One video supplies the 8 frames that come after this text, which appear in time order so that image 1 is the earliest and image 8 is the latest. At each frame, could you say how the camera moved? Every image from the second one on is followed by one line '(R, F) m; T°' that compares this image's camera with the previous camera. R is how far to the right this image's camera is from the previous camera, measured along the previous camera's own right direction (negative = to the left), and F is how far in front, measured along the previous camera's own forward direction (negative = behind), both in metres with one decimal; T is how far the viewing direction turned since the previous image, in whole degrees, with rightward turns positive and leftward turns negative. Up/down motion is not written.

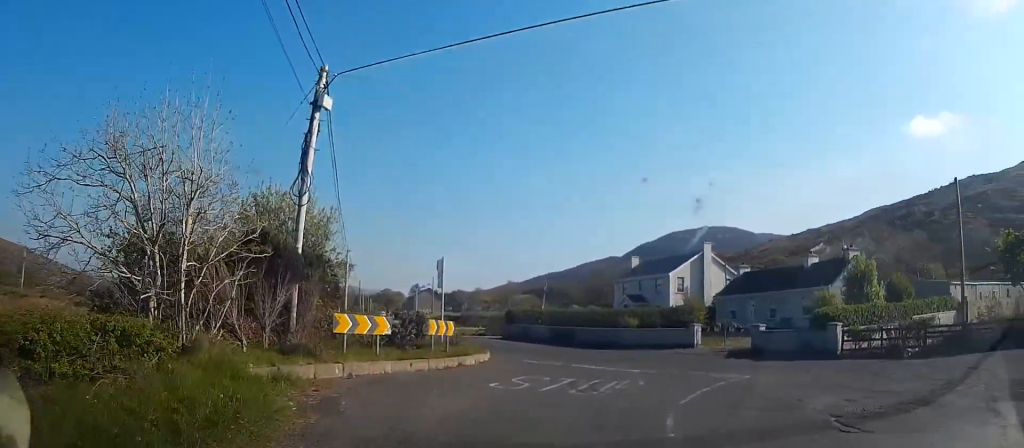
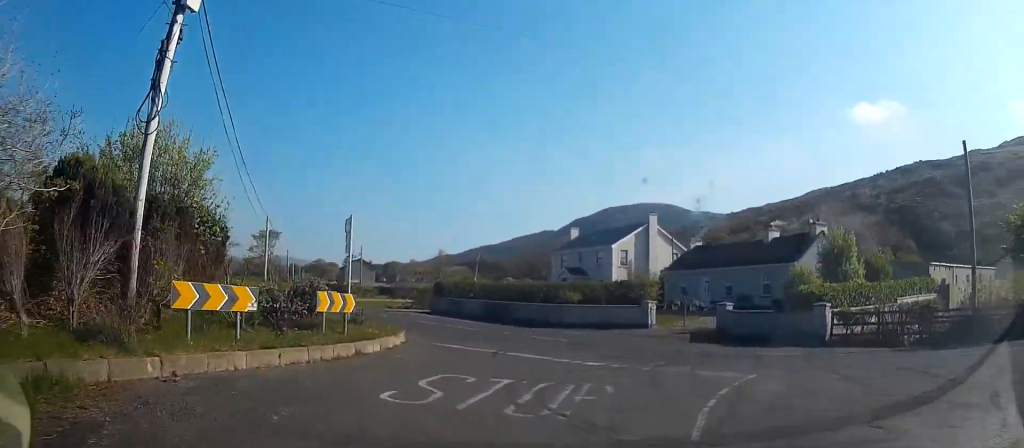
(+0.1, +4.4) m; +3°
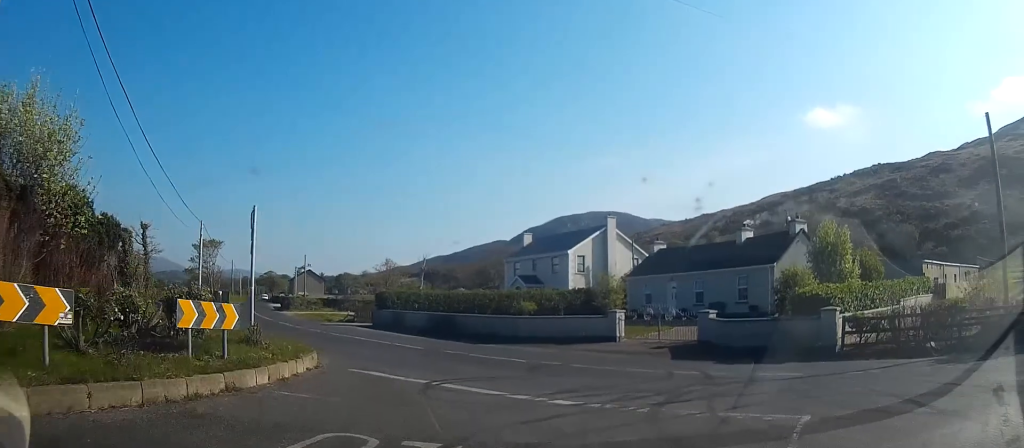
(+0.1, +4.1) m; +3°
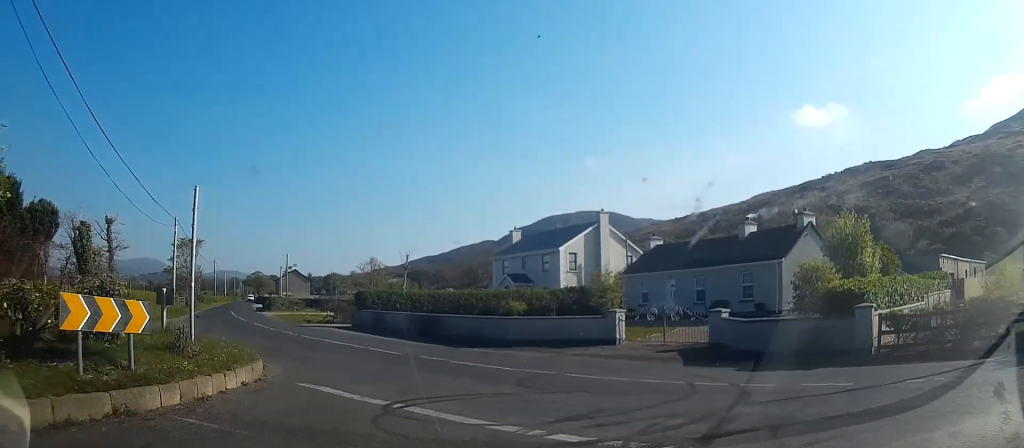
(+0.1, +2.6) m; 0°
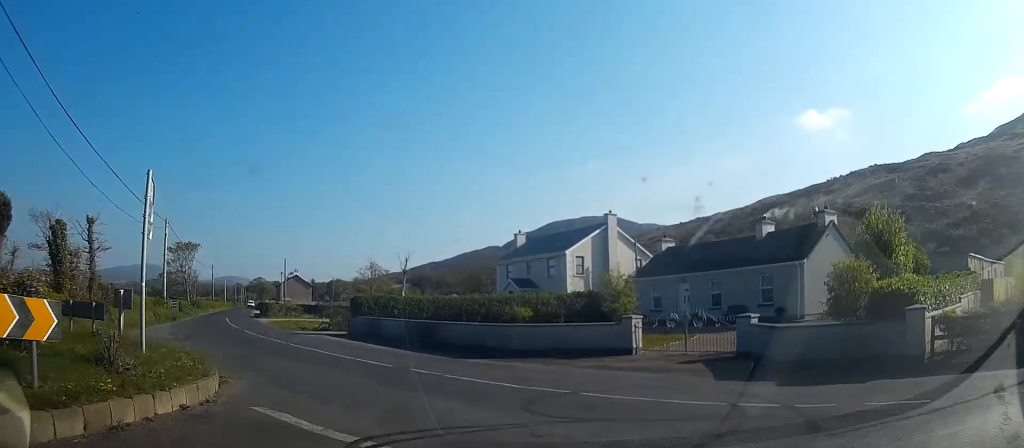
(+0.1, +2.1) m; 0°
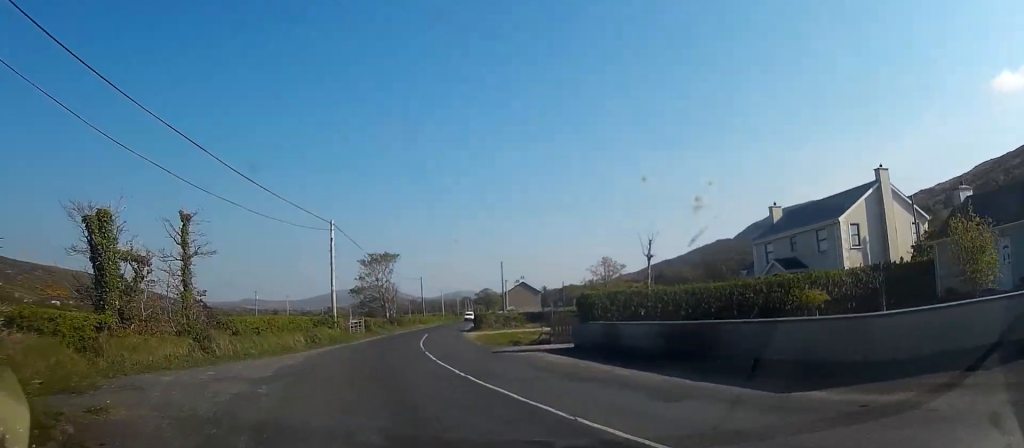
(-1.2, +9.4) m; -19°
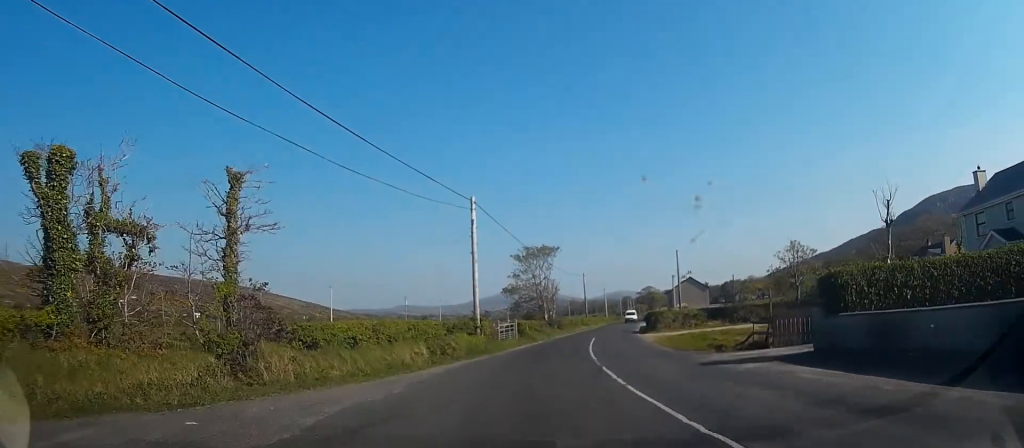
(-0.8, +7.6) m; -6°
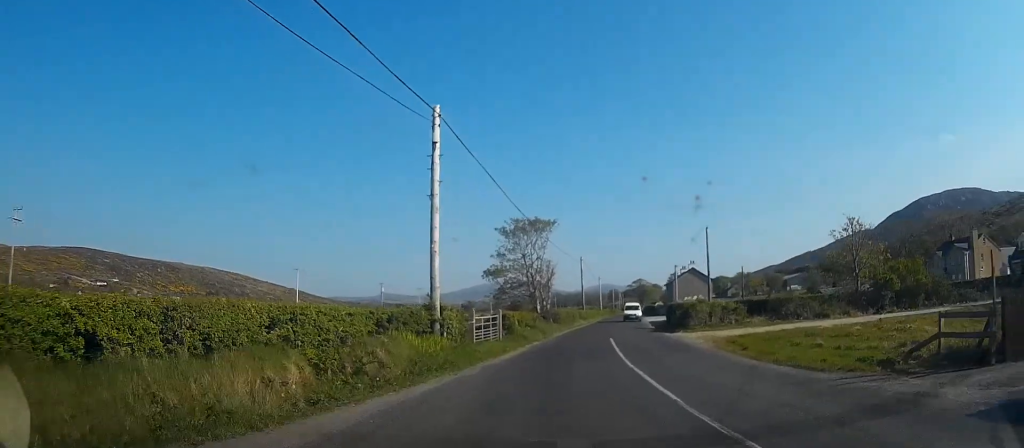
(-0.1, +11.5) m; 0°
